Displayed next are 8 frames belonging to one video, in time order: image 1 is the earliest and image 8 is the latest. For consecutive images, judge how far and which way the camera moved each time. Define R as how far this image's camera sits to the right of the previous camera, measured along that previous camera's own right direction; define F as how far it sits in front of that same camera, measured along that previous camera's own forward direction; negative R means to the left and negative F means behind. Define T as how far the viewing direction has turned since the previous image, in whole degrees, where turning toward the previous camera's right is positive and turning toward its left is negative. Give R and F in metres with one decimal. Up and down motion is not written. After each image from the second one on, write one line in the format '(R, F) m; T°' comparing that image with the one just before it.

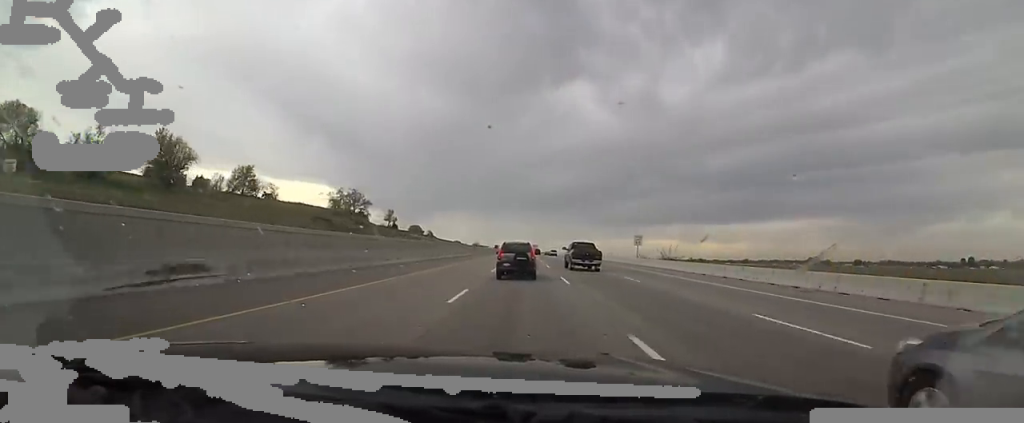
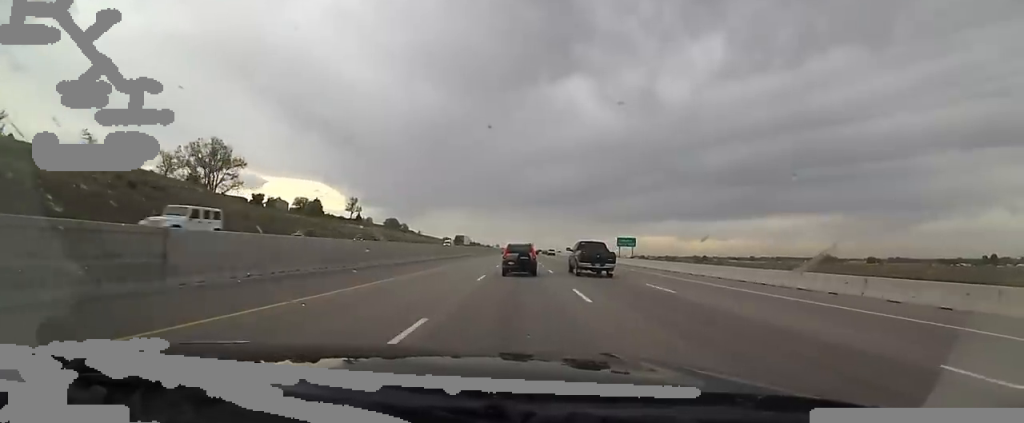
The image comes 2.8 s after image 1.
(+0.2, +82.9) m; +1°
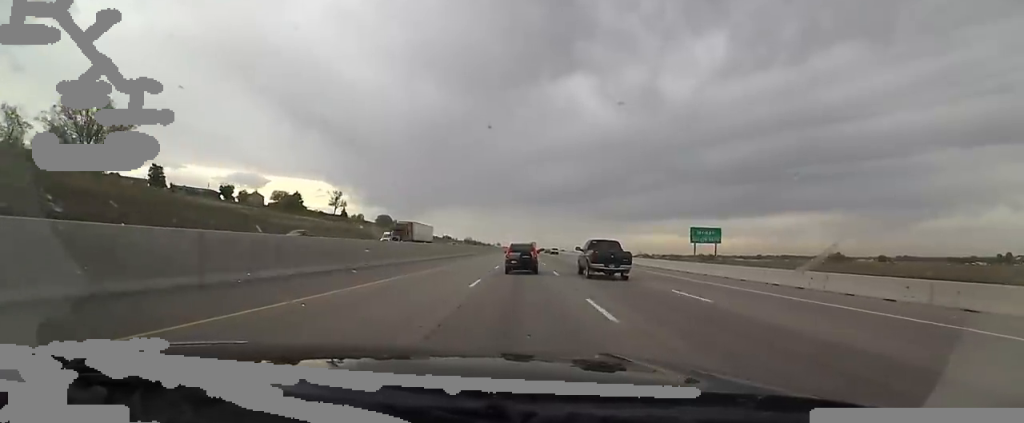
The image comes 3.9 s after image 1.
(-0.6, +33.3) m; -2°
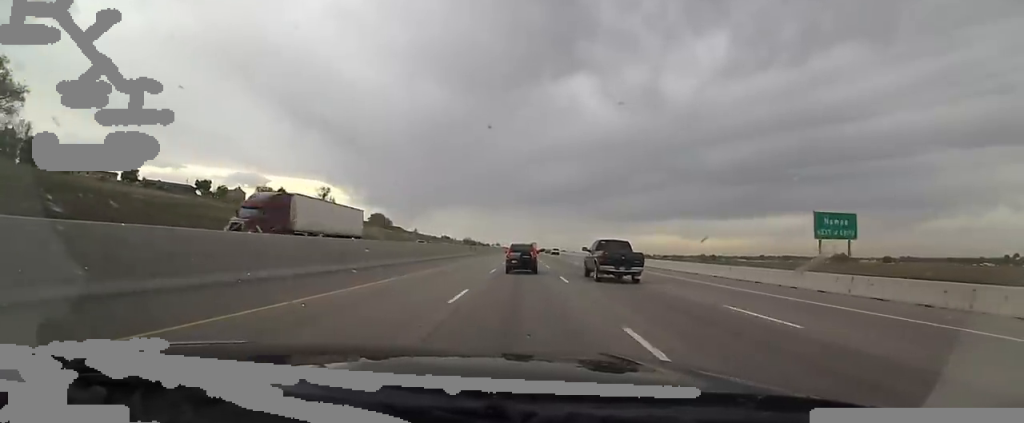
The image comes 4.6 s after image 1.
(-0.3, +19.5) m; 0°
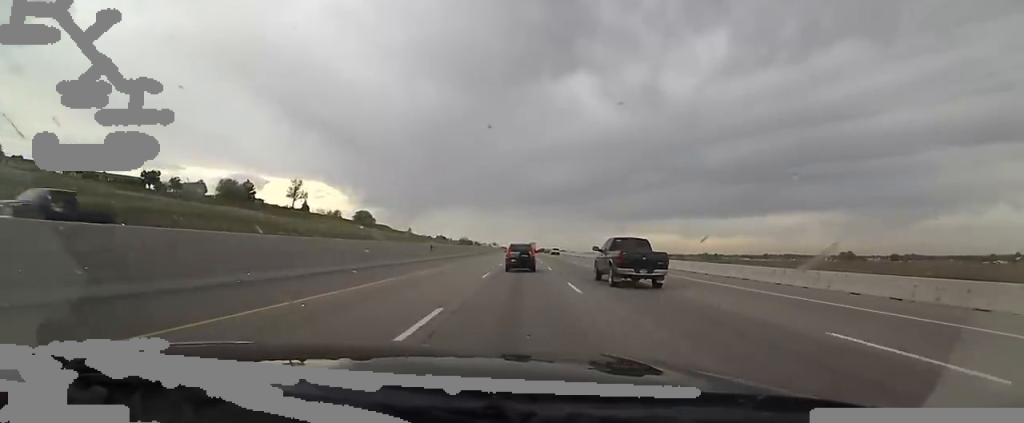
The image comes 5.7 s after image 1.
(+0.7, +34.3) m; +3°
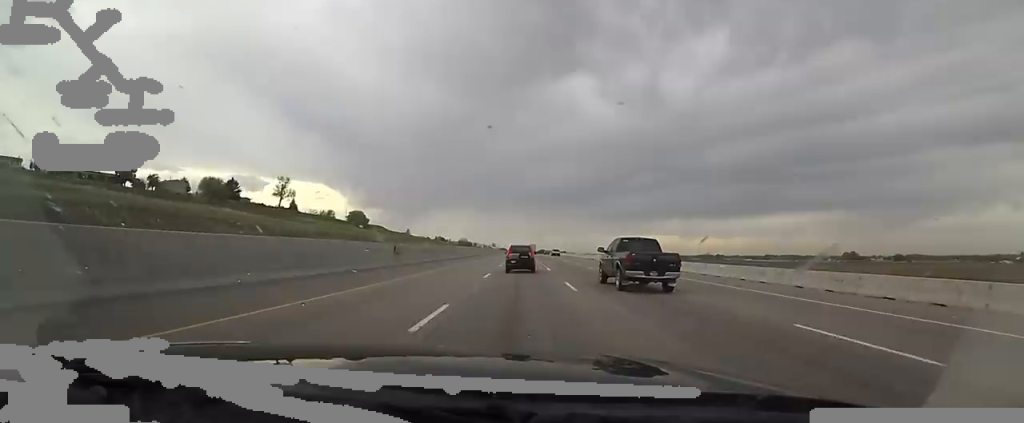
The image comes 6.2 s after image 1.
(+0.3, +13.9) m; +1°
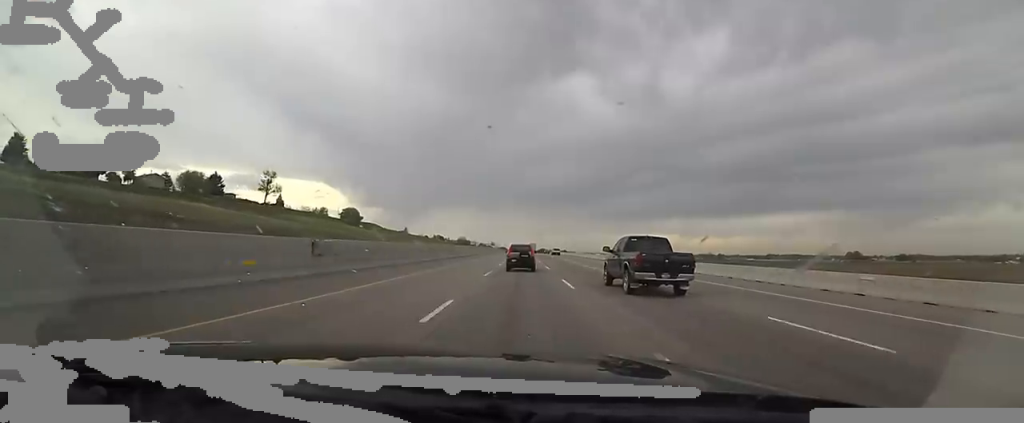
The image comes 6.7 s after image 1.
(0.0, +14.1) m; -1°
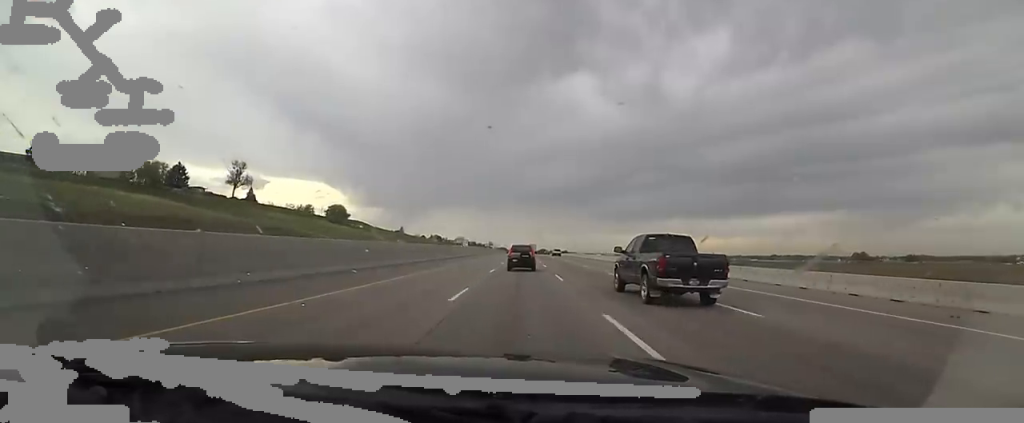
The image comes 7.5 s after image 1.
(-0.5, +26.2) m; -2°
